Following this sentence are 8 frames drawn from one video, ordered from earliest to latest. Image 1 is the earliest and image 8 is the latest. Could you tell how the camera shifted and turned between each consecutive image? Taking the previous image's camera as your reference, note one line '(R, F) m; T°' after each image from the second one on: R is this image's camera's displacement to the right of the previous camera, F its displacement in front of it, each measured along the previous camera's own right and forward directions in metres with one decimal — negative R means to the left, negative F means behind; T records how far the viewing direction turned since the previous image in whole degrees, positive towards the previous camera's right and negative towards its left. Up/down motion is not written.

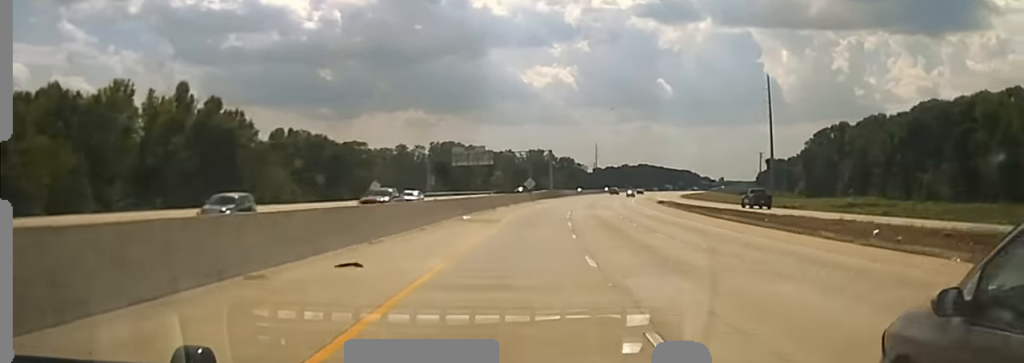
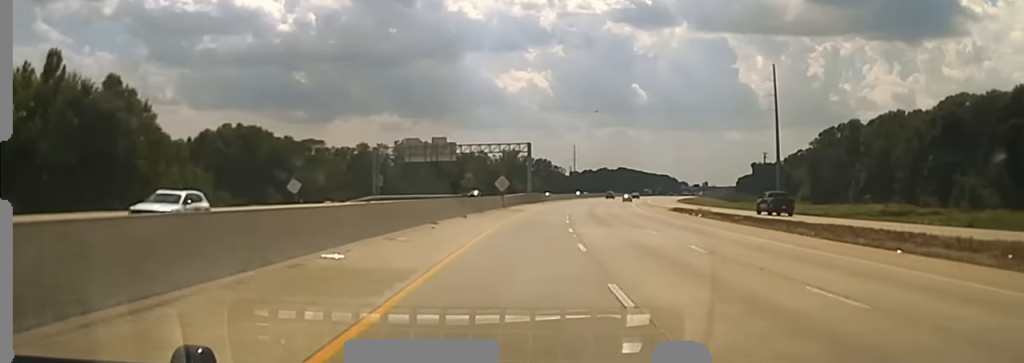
(+0.3, +31.4) m; +2°
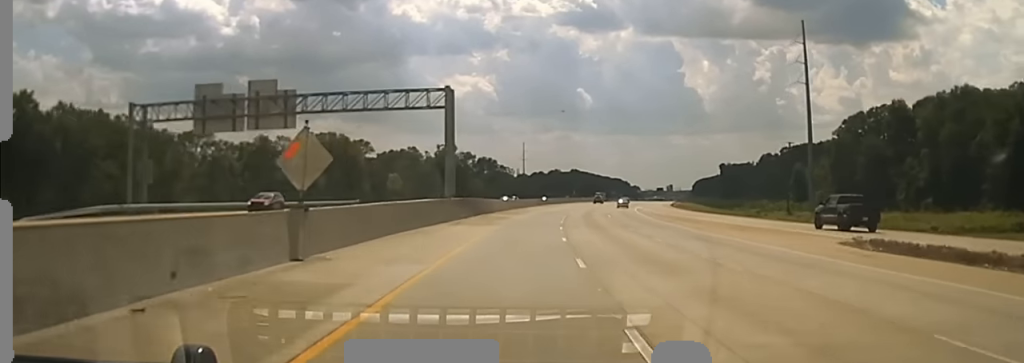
(+1.9, +67.9) m; +3°
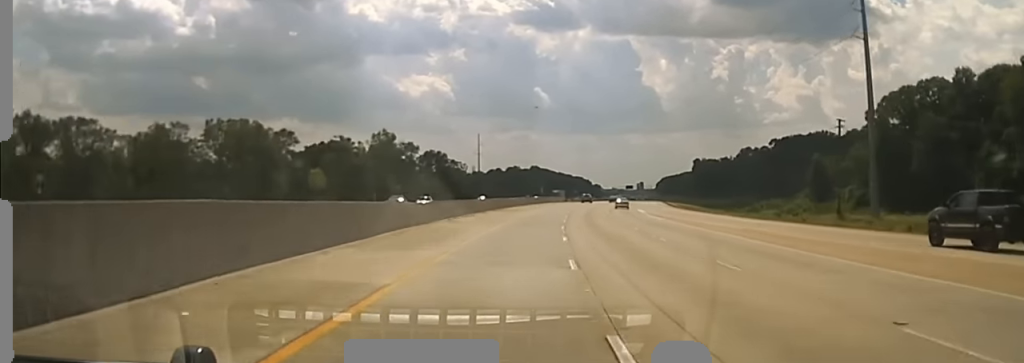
(+0.6, +46.6) m; +2°
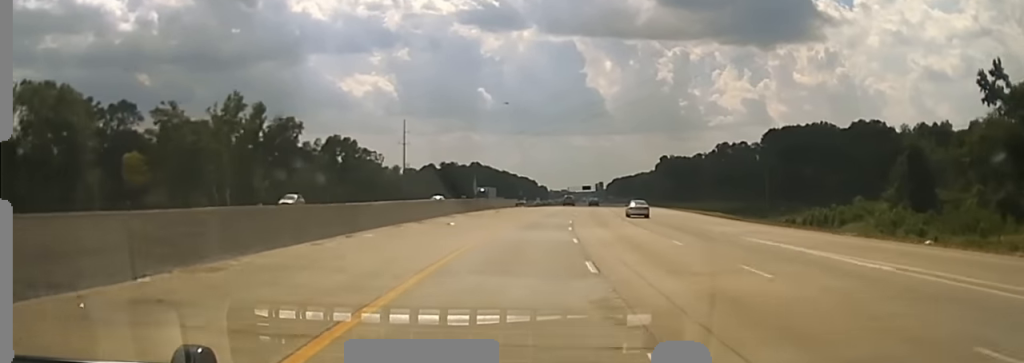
(+2.9, +73.3) m; +4°
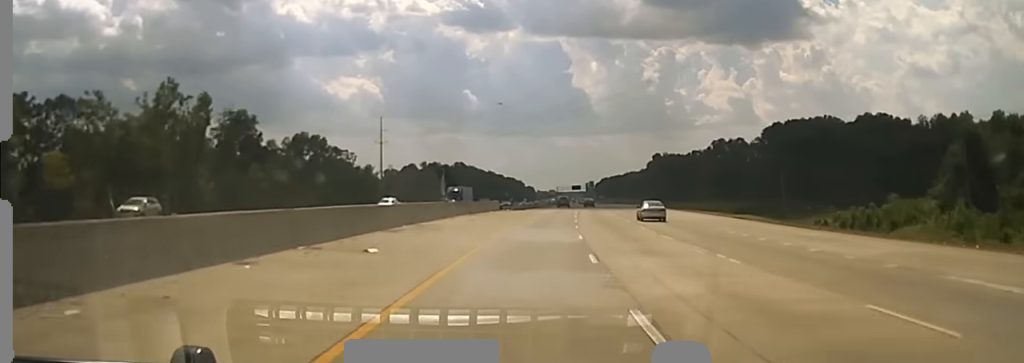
(0.0, +20.6) m; +1°
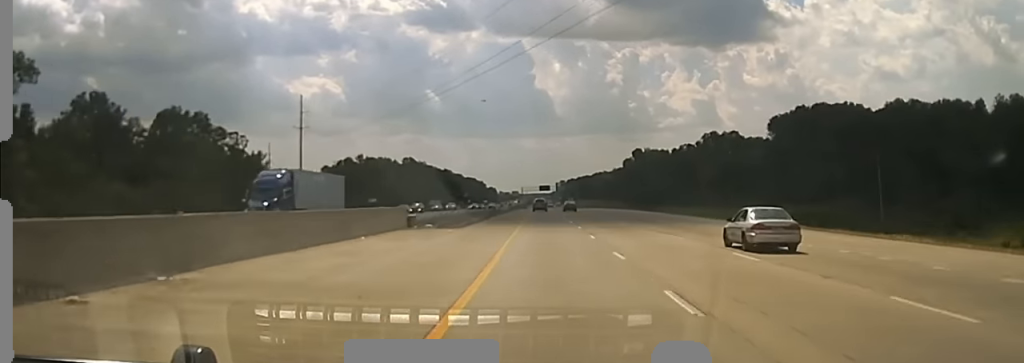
(+2.0, +59.6) m; +3°
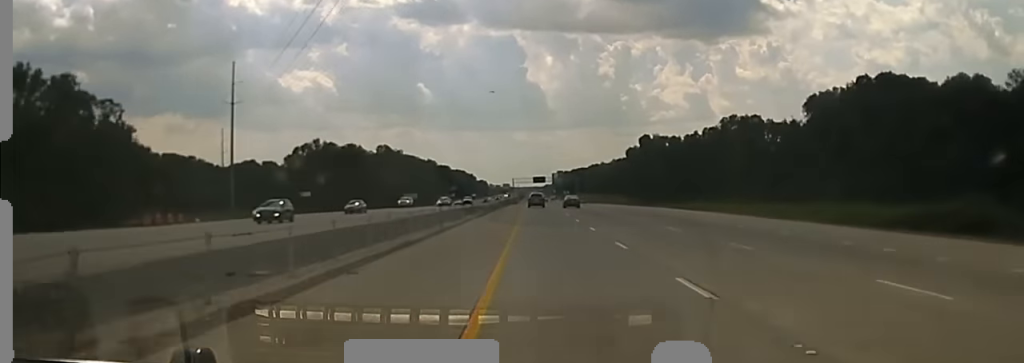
(+0.8, +46.1) m; +1°
